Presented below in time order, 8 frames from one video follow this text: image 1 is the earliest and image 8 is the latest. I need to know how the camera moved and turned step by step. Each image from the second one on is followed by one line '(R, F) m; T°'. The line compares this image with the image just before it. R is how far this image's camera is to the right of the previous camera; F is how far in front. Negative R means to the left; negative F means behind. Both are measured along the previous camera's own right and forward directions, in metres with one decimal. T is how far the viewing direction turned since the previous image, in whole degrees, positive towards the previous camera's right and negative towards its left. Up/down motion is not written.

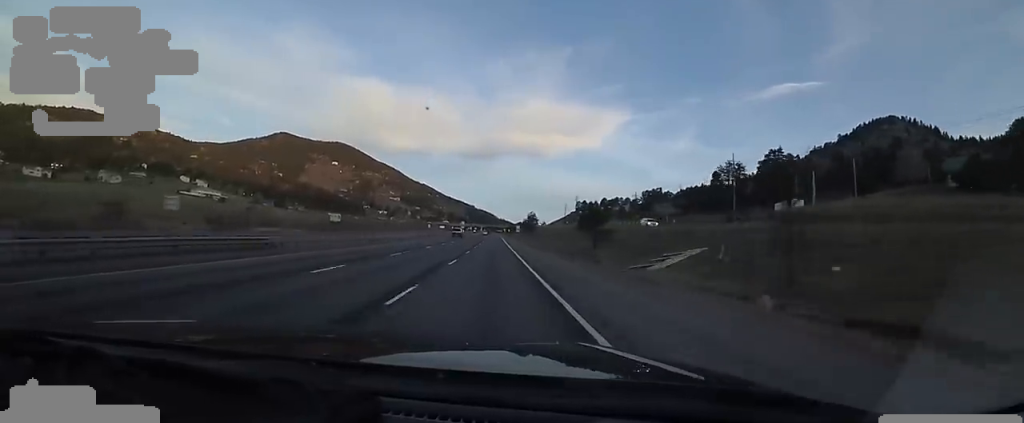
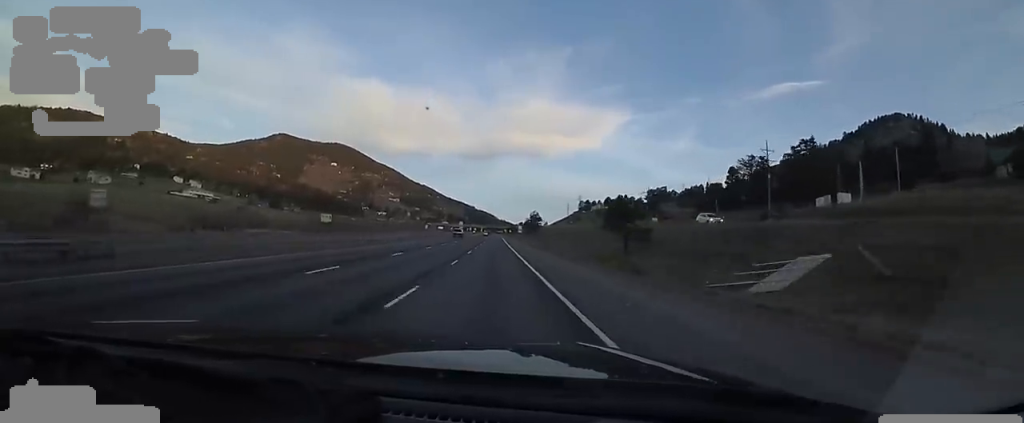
(+0.1, +12.5) m; 0°
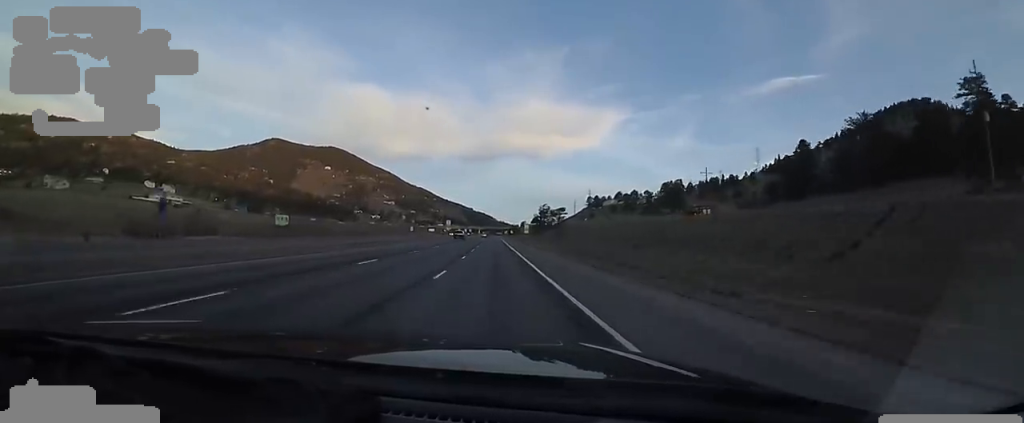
(0.0, +42.7) m; 0°
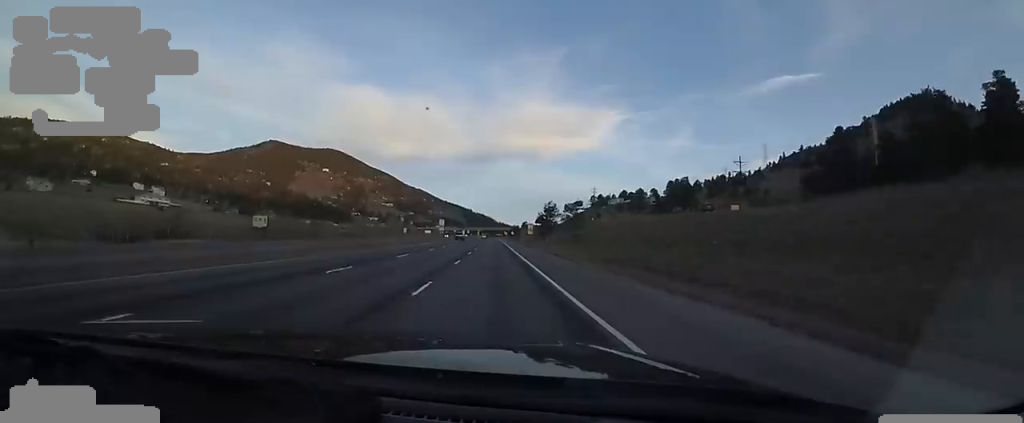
(0.0, +15.6) m; +1°
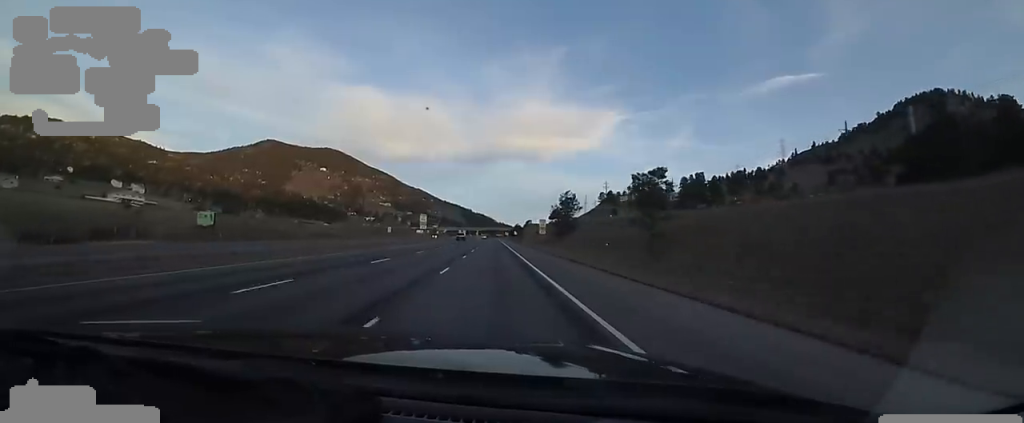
(+0.5, +30.1) m; +2°
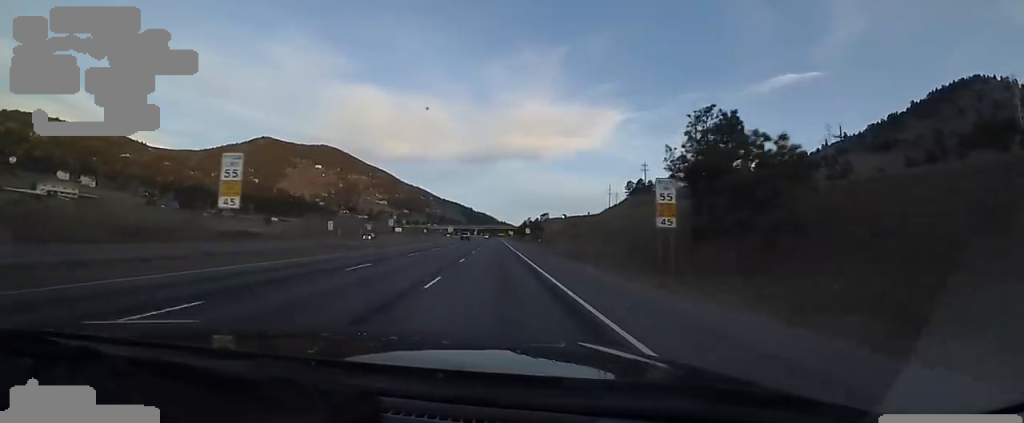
(-1.5, +64.0) m; -4°
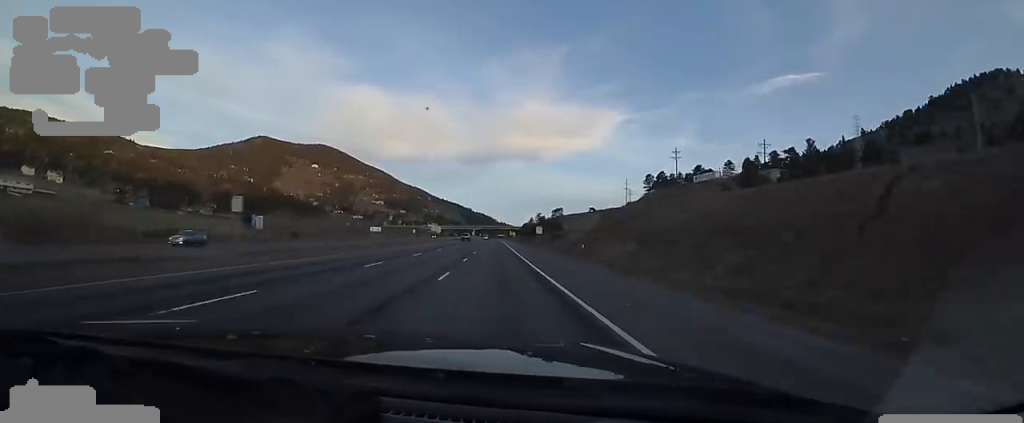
(+0.1, +33.9) m; +2°
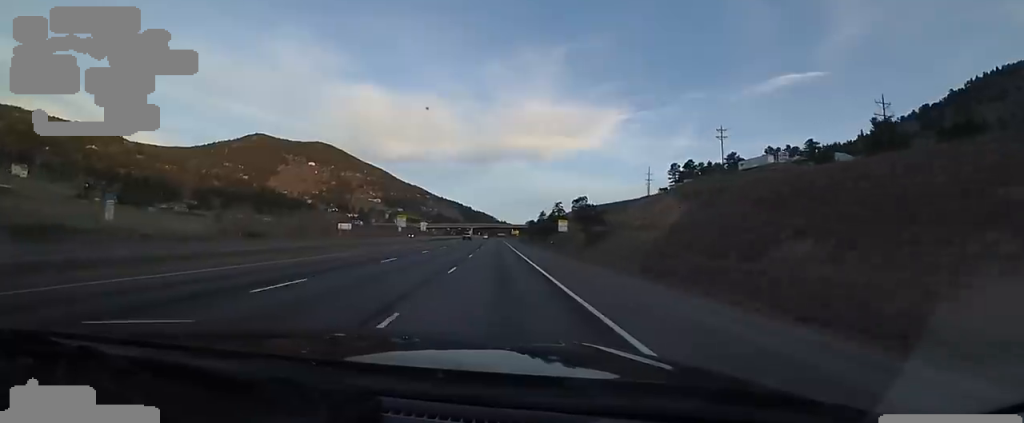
(+1.0, +33.1) m; 0°
